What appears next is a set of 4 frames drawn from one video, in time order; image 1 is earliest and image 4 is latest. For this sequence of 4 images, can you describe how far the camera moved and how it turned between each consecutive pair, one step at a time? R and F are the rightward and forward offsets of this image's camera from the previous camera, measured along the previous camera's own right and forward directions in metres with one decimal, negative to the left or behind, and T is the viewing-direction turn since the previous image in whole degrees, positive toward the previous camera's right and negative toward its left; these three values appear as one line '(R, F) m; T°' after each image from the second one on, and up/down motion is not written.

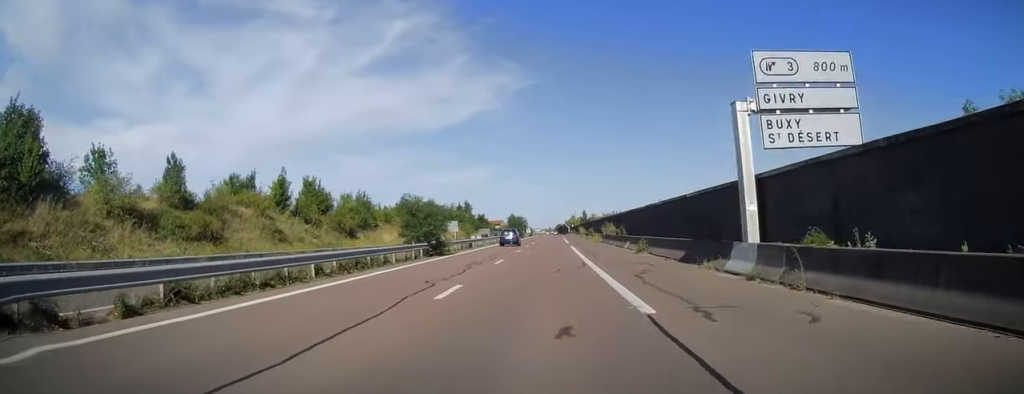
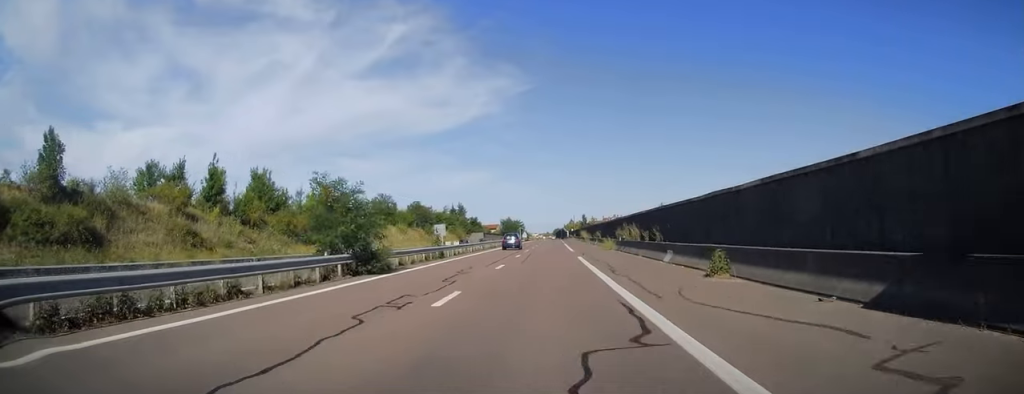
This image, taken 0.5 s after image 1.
(0.0, +13.6) m; 0°
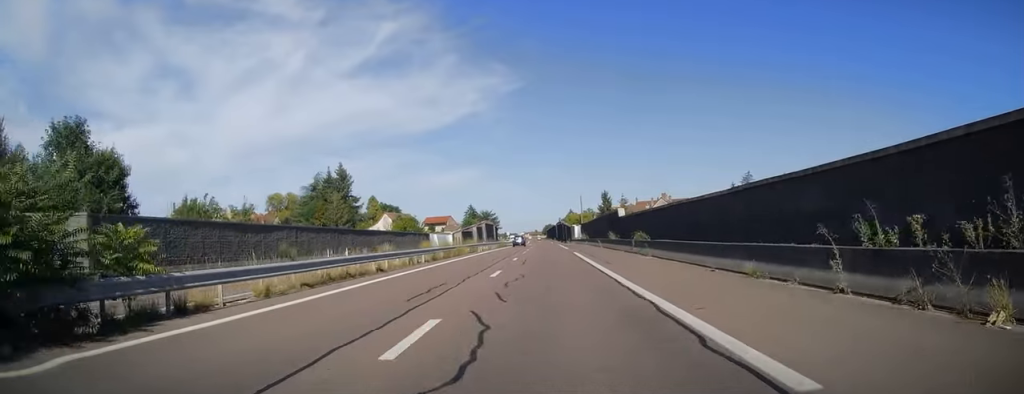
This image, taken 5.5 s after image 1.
(+3.4, +147.9) m; +1°
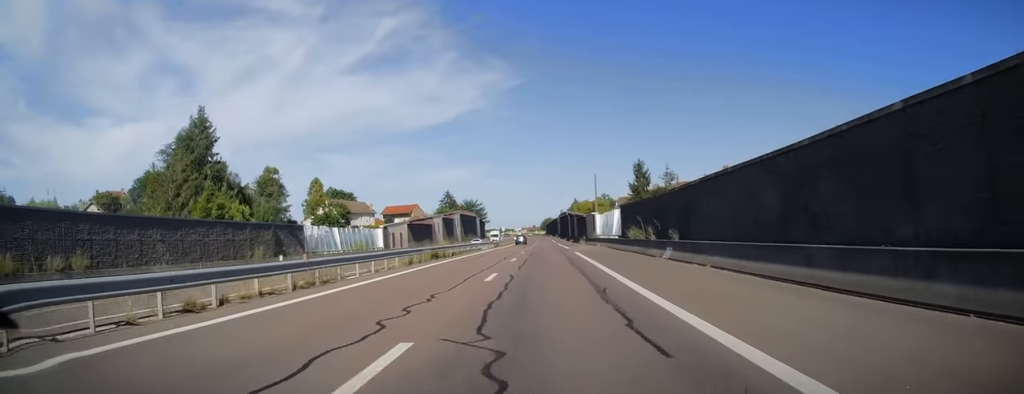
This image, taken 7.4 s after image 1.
(0.0, +54.1) m; +1°
